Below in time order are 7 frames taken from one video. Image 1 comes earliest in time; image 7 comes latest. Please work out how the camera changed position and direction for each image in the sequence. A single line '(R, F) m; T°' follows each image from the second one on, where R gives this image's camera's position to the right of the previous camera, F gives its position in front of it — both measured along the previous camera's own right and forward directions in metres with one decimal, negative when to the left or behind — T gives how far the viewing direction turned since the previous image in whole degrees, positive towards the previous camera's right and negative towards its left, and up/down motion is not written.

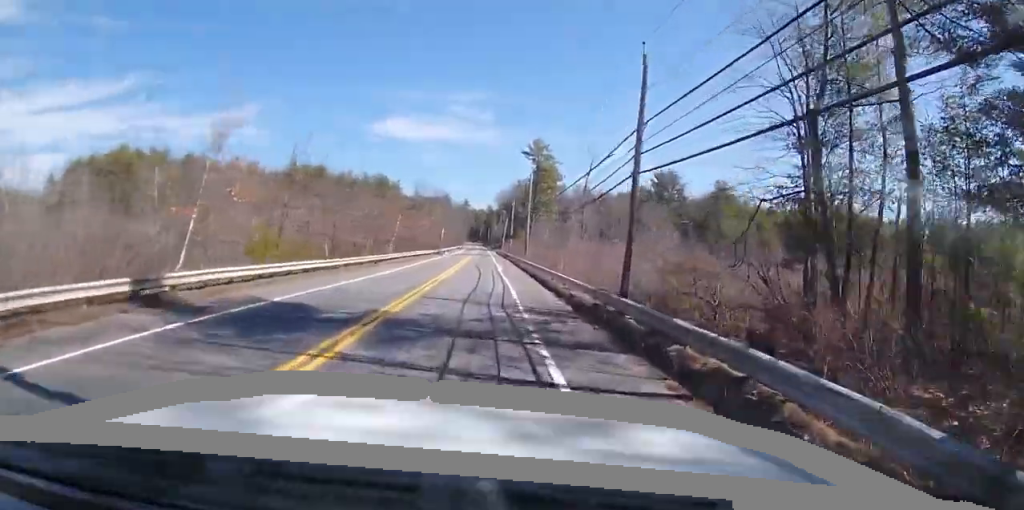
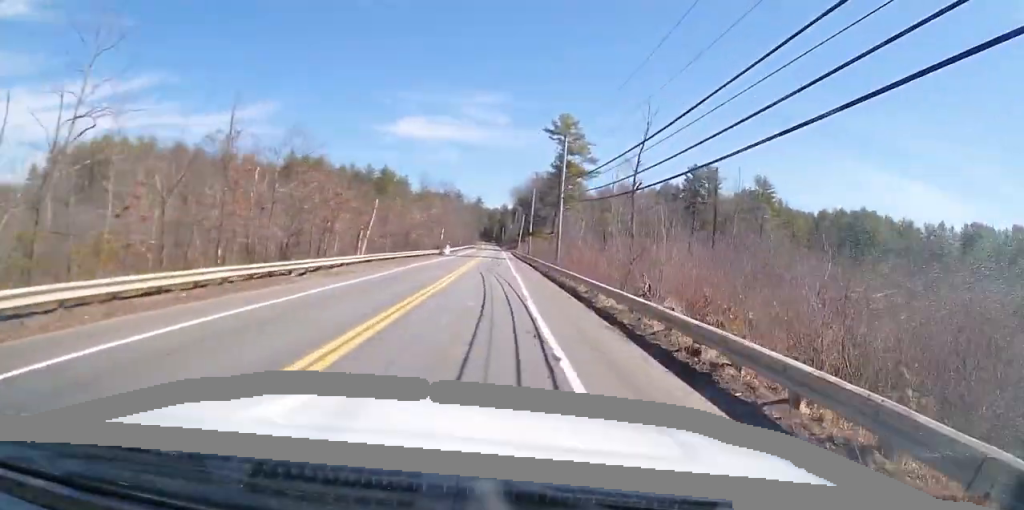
(-0.4, +21.1) m; -4°
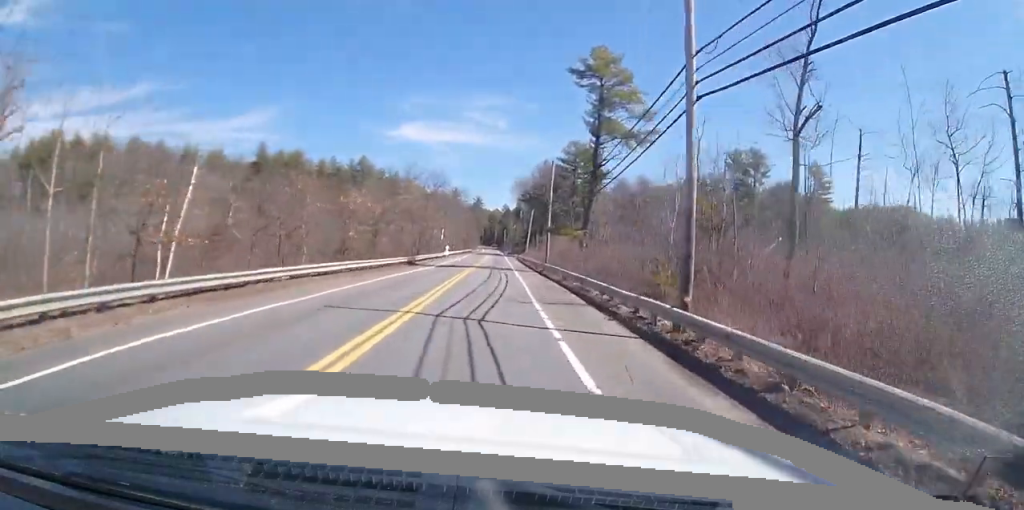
(-1.2, +28.4) m; -2°
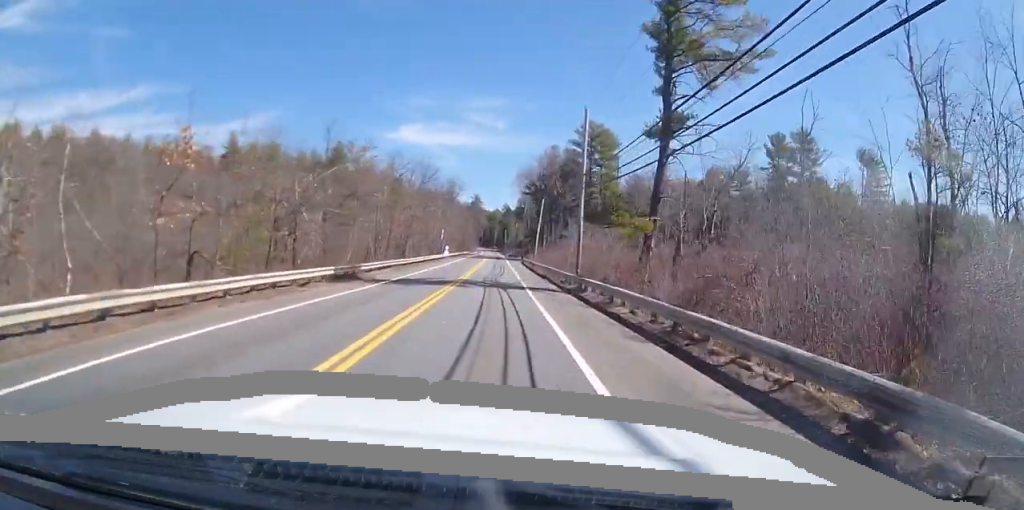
(+0.1, +21.3) m; -1°
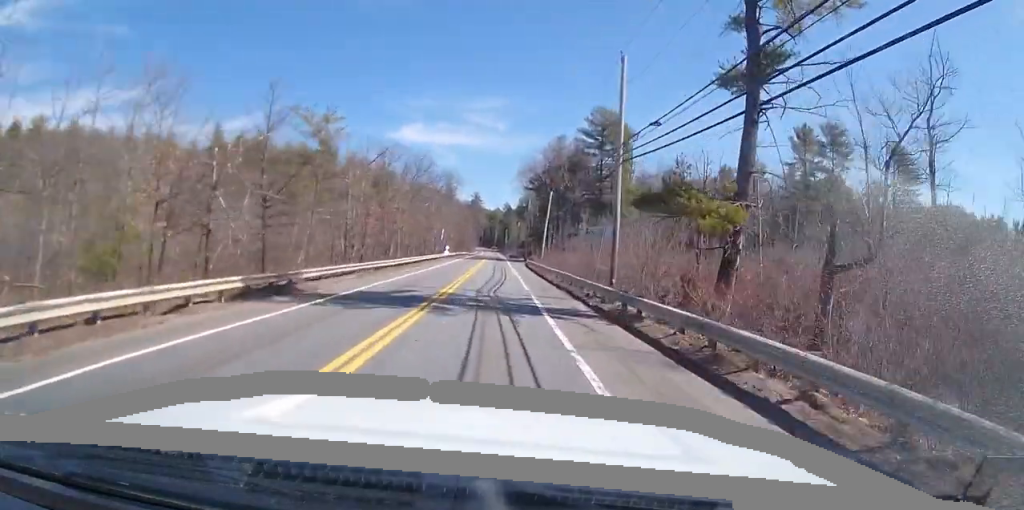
(-0.1, +10.0) m; -1°
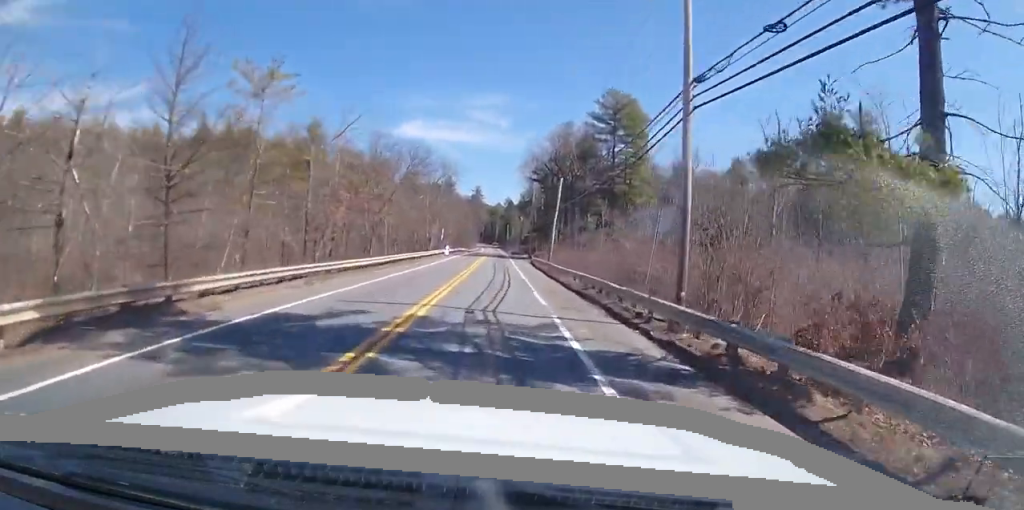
(-0.3, +8.6) m; 0°
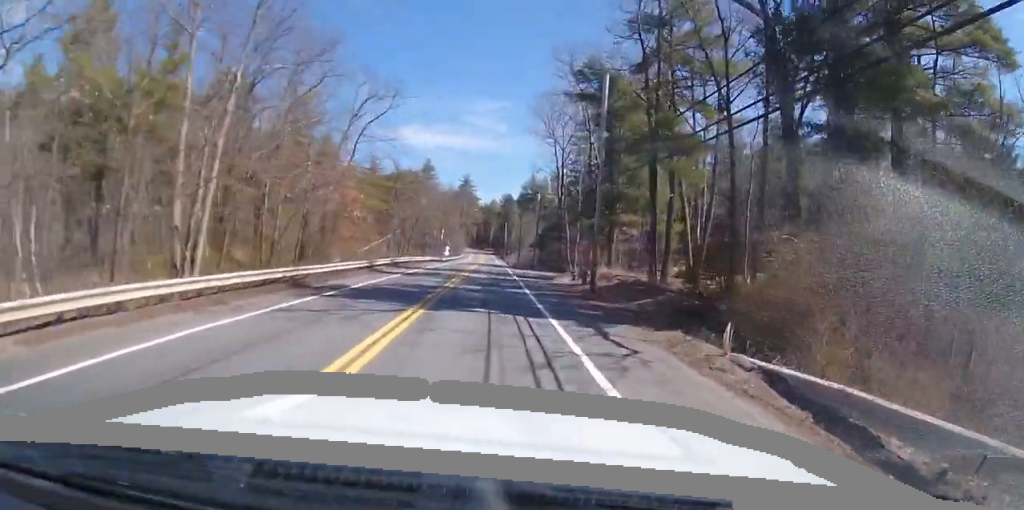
(+2.1, +61.2) m; +3°
